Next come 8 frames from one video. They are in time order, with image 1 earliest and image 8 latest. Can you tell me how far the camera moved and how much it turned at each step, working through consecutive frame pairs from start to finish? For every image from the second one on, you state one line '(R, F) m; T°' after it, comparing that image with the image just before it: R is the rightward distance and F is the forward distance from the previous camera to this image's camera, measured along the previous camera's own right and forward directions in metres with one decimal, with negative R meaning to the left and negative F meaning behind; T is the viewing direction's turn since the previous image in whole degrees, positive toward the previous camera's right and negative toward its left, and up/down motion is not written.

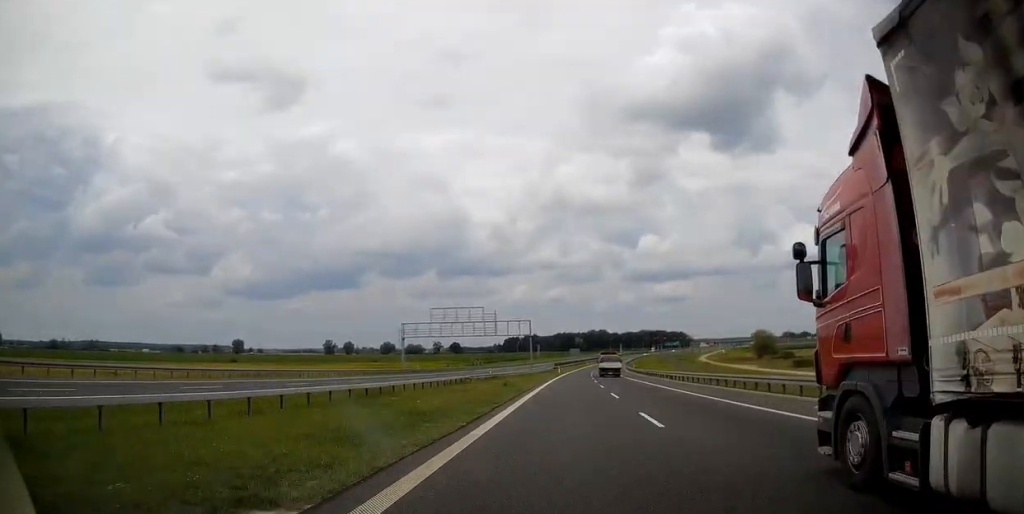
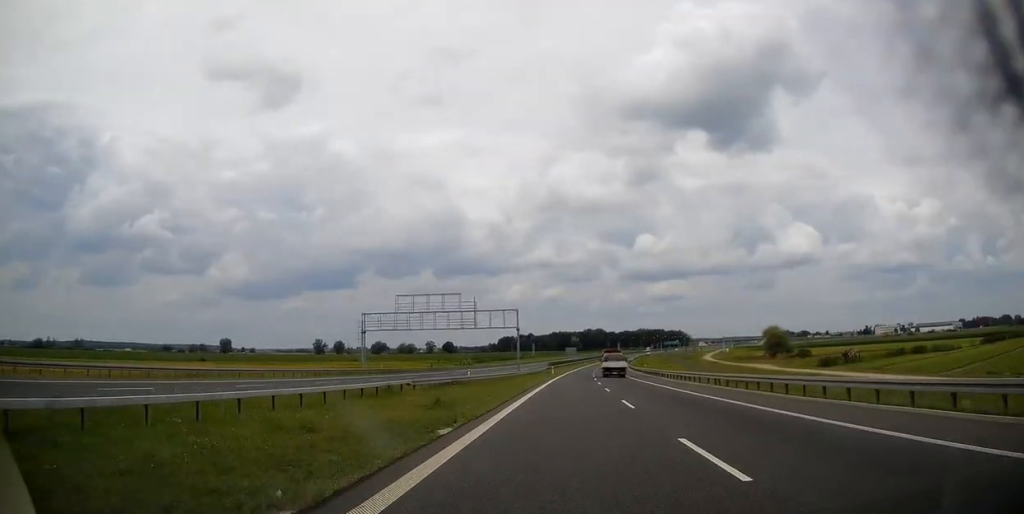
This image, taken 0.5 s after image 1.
(+0.2, +18.2) m; +1°
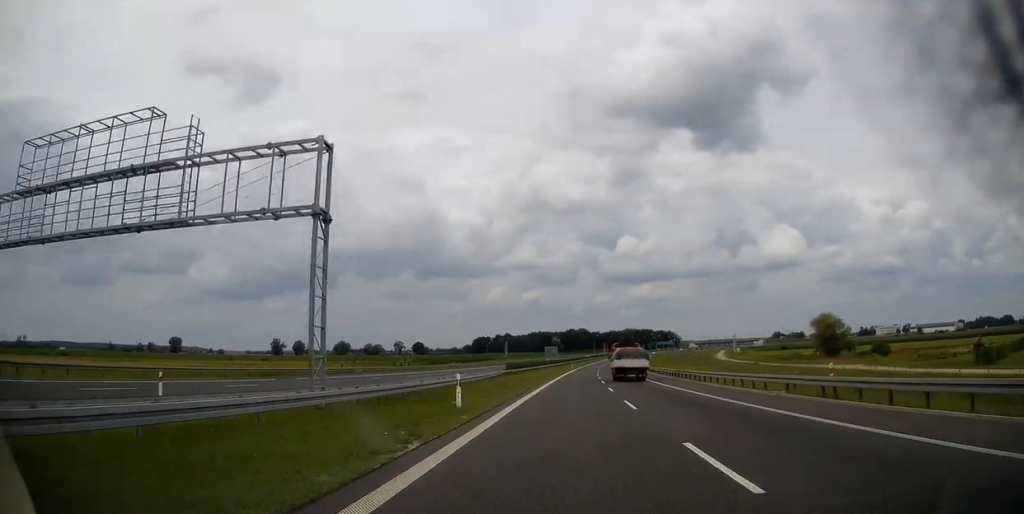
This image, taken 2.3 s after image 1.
(+1.0, +60.4) m; +2°
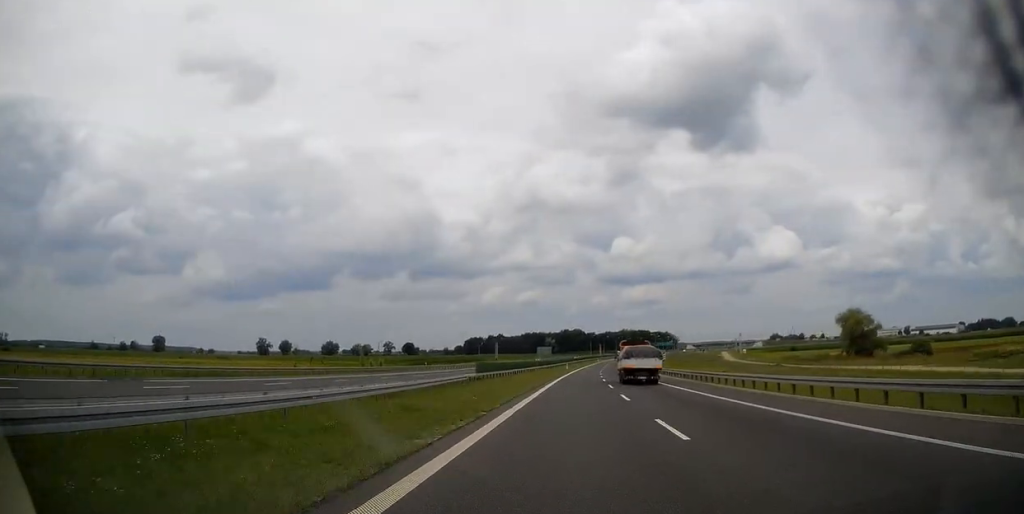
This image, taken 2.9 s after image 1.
(+0.1, +19.5) m; 0°
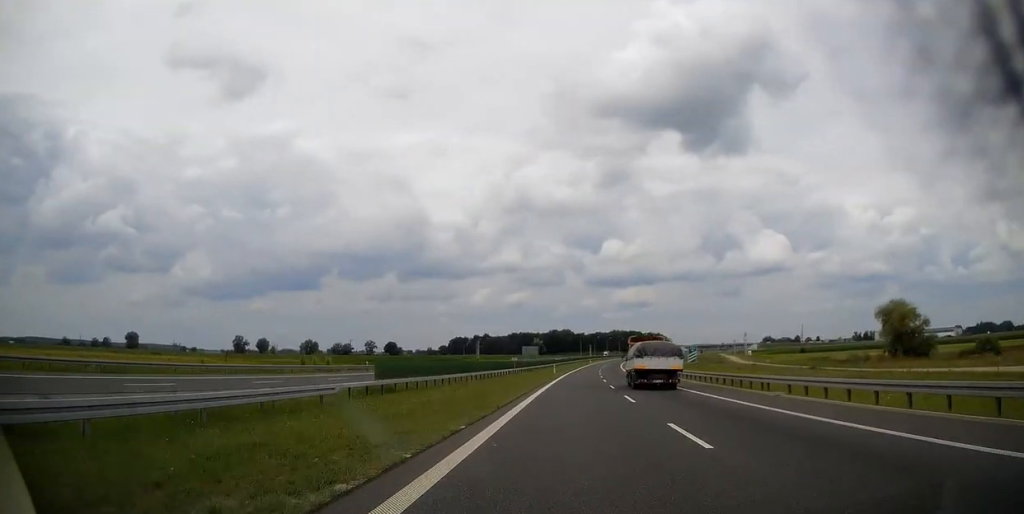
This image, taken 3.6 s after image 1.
(+0.1, +25.3) m; +1°
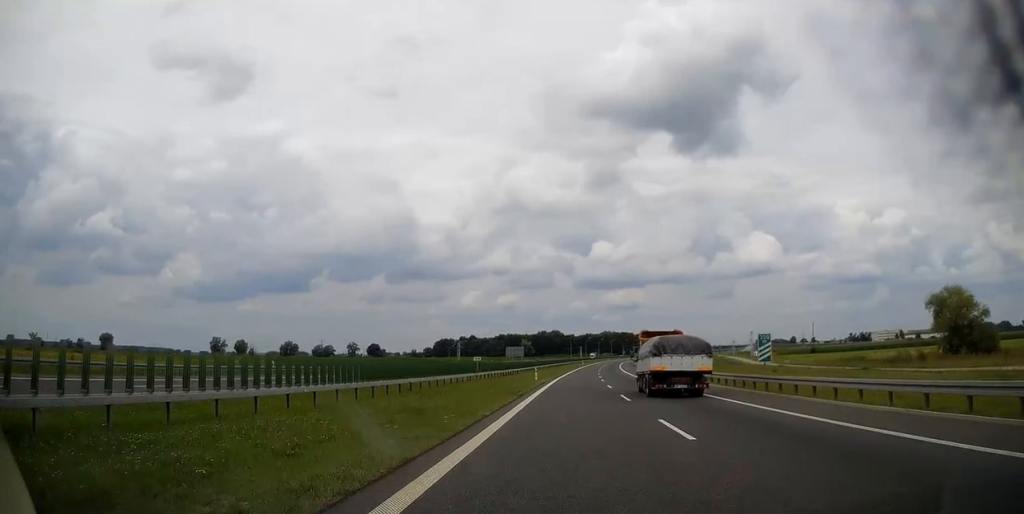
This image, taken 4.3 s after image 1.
(+0.1, +23.1) m; +1°
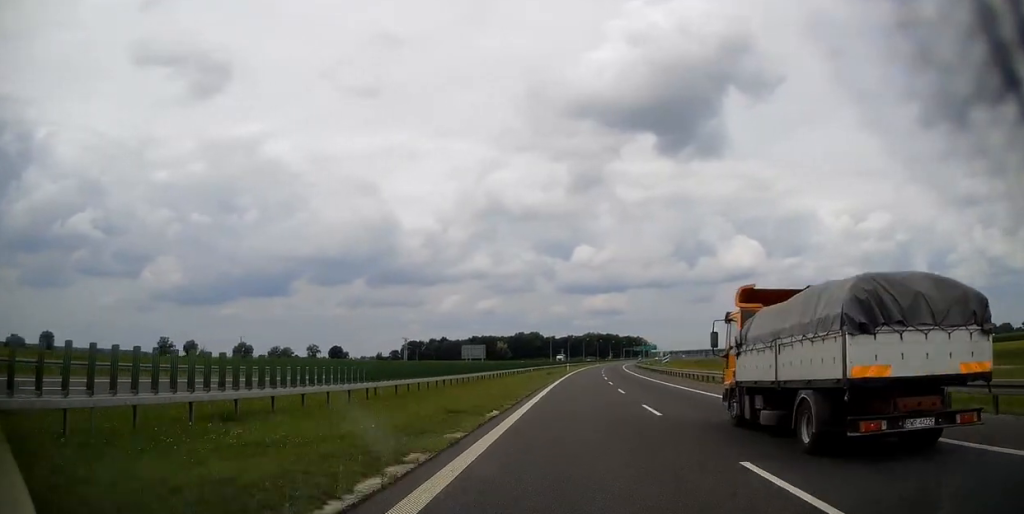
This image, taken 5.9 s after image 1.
(+1.2, +55.3) m; +2°
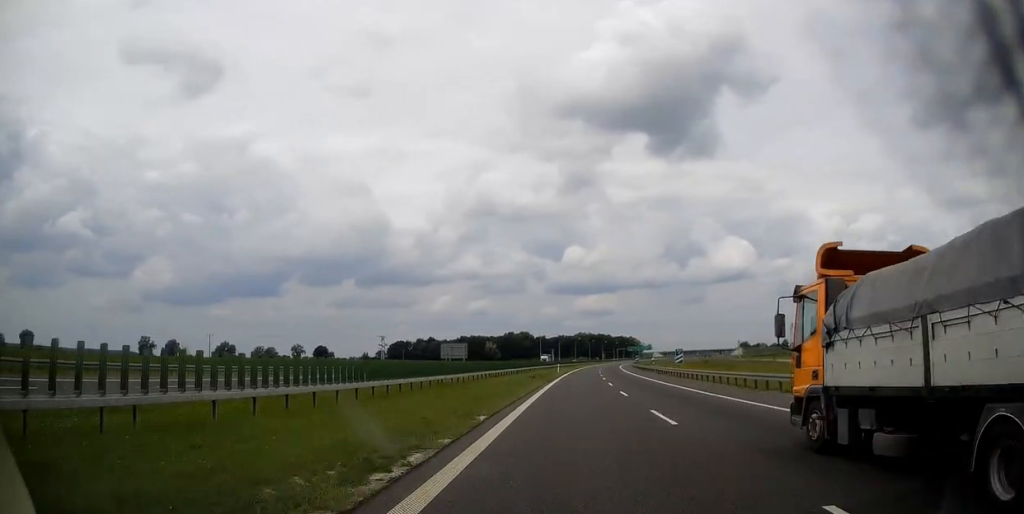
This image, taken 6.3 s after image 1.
(+0.1, +15.0) m; +1°
